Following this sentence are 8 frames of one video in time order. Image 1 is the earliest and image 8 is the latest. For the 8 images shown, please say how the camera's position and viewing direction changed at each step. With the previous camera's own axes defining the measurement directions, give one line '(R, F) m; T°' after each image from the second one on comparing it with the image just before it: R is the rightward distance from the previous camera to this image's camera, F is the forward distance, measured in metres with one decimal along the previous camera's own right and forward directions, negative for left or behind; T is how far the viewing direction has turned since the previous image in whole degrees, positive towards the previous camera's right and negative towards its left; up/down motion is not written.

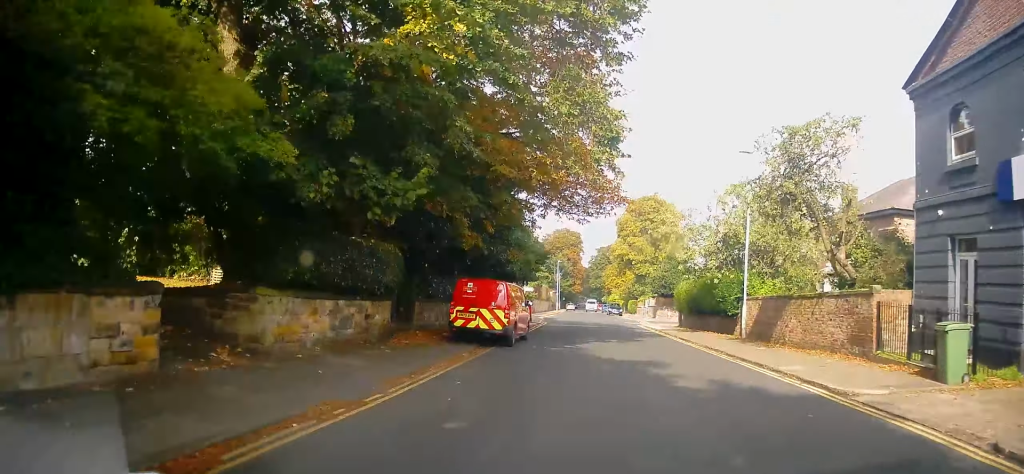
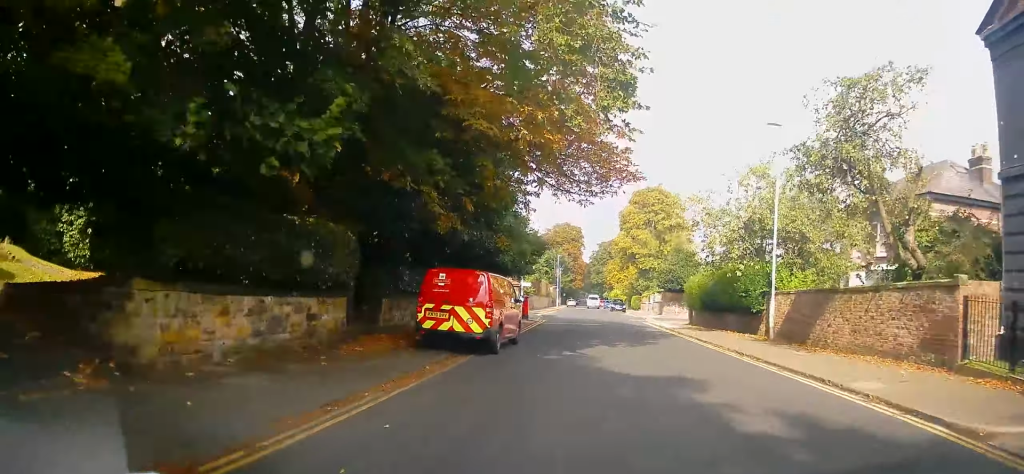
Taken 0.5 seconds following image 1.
(0.0, +3.7) m; +1°
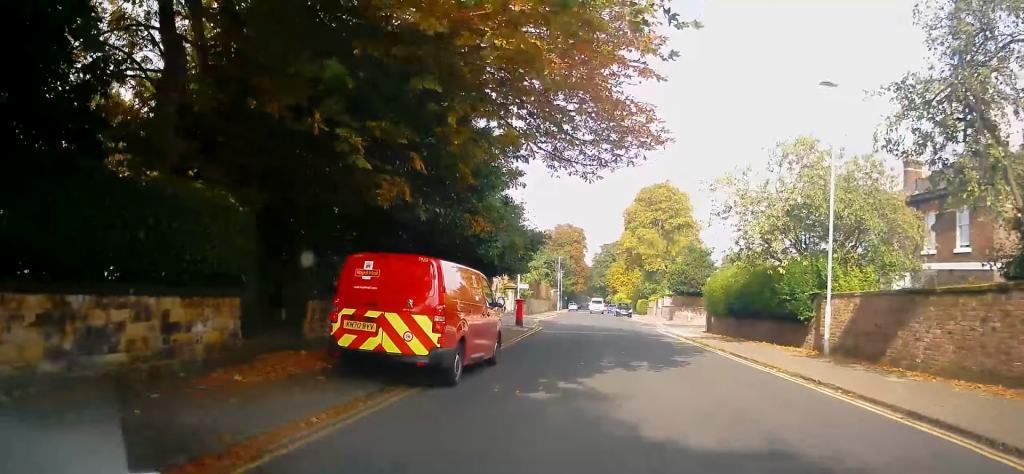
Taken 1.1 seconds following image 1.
(0.0, +5.1) m; +1°
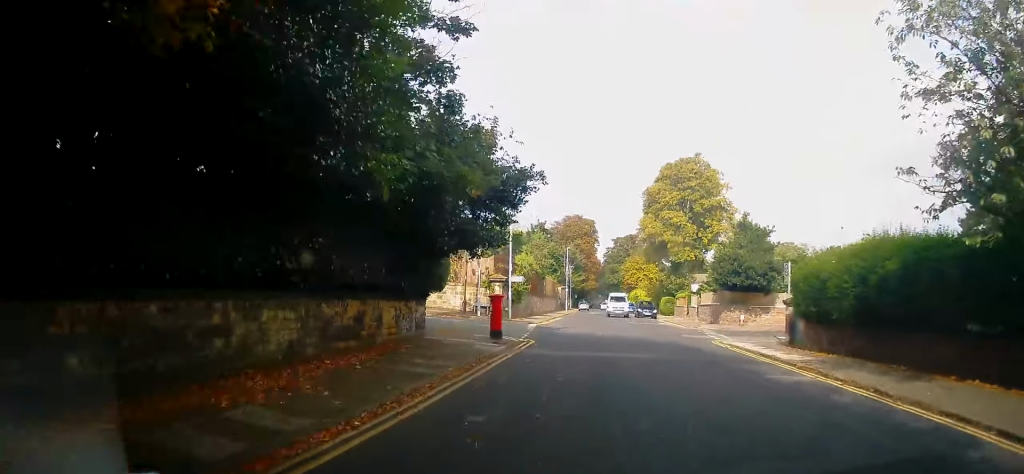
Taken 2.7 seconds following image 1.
(+0.1, +13.0) m; -2°
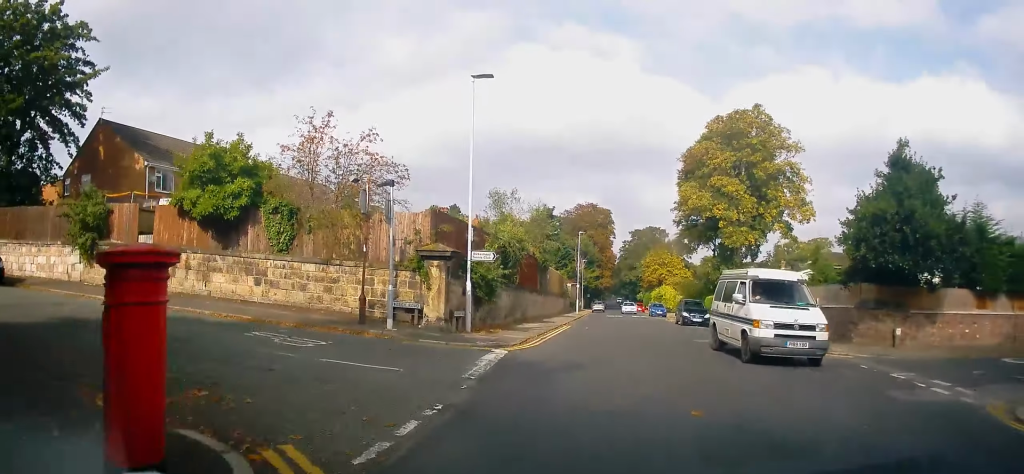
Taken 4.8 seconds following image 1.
(-0.8, +17.1) m; -2°
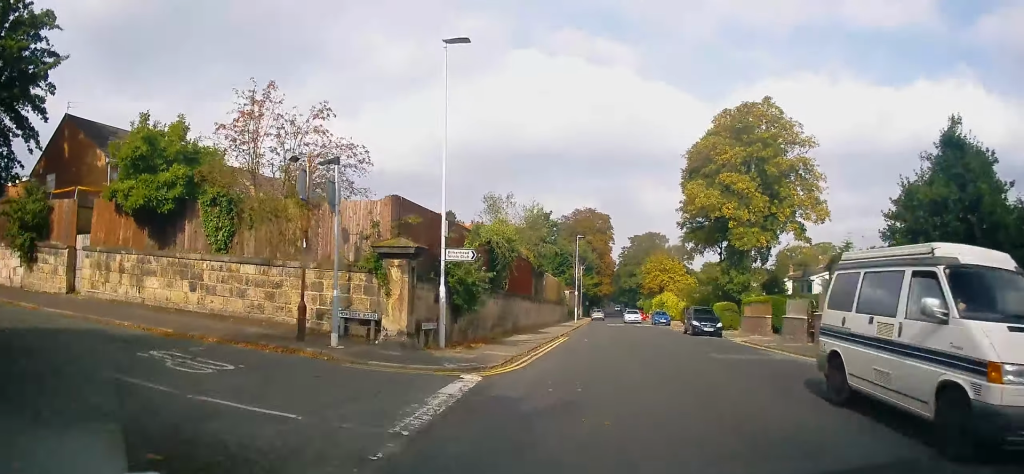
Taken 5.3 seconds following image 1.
(+0.1, +3.4) m; +1°
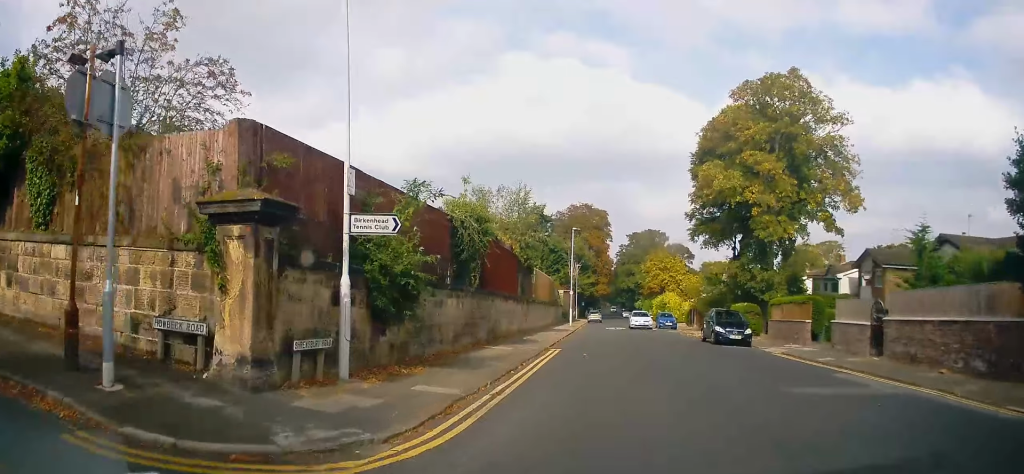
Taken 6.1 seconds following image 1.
(-0.1, +6.2) m; 0°
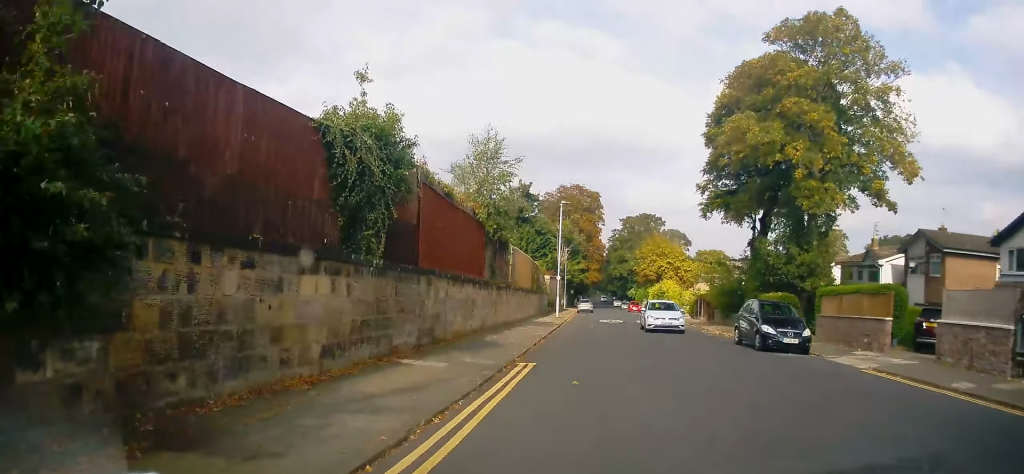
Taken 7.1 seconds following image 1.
(+0.1, +8.1) m; +1°
